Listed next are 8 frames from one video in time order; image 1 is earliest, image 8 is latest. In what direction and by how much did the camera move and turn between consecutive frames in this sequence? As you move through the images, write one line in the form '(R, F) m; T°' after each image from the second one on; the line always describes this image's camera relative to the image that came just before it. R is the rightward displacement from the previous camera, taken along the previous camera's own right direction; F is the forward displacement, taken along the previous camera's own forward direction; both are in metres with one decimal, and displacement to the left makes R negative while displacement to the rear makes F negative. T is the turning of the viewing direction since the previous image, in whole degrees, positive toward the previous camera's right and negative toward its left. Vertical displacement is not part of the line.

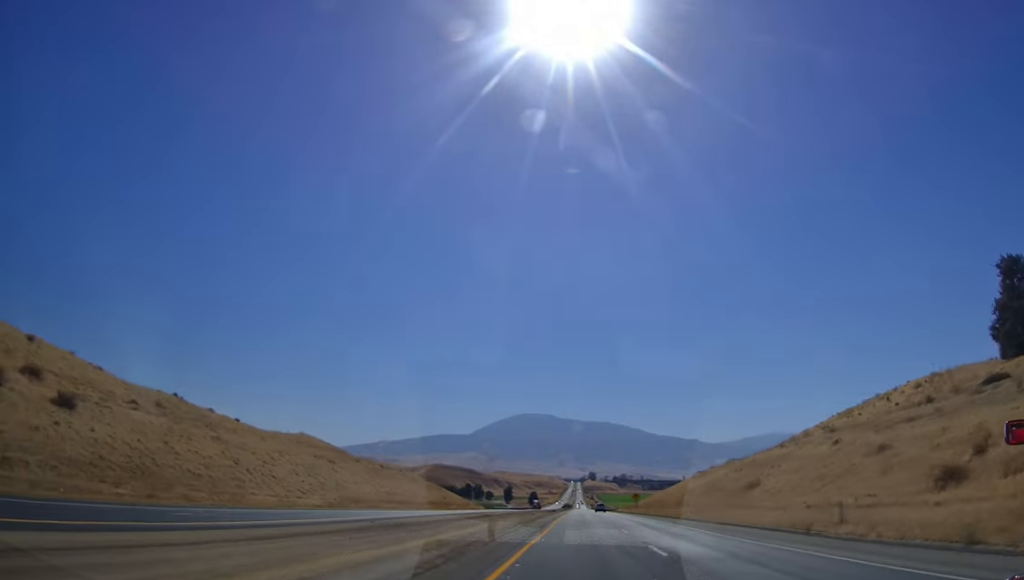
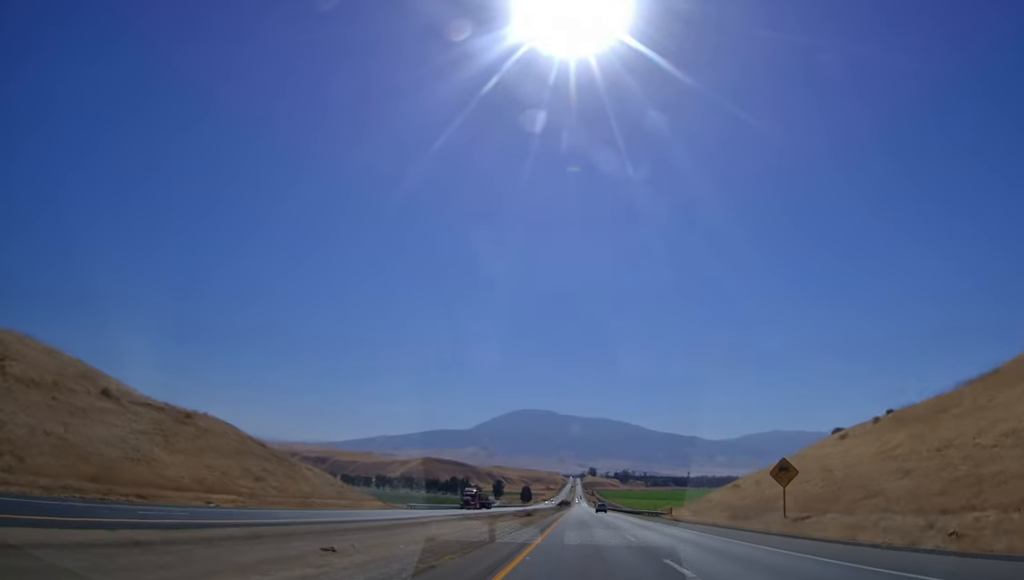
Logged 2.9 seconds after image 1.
(+0.4, +90.7) m; +1°
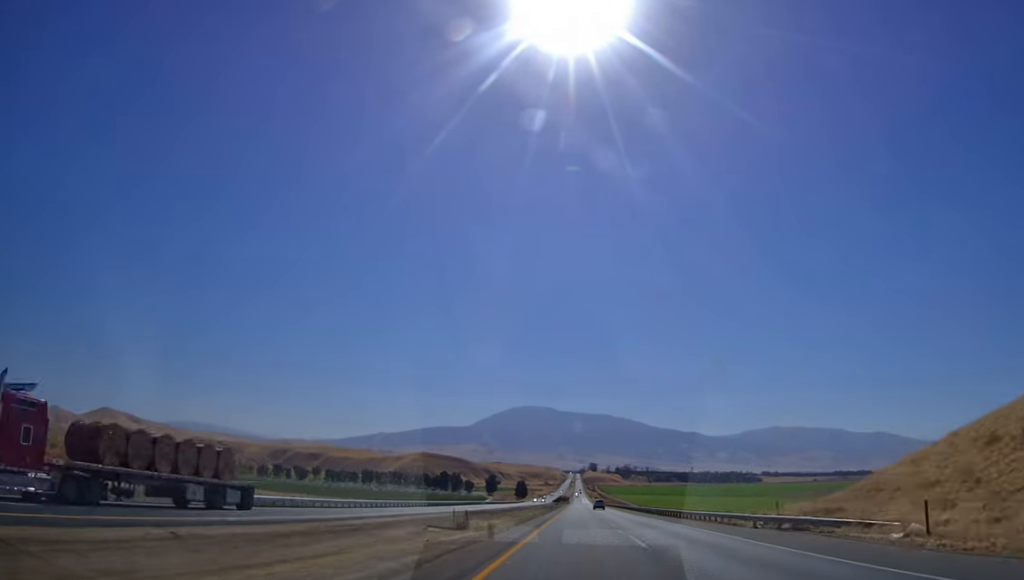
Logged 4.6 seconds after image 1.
(+0.4, +49.4) m; 0°
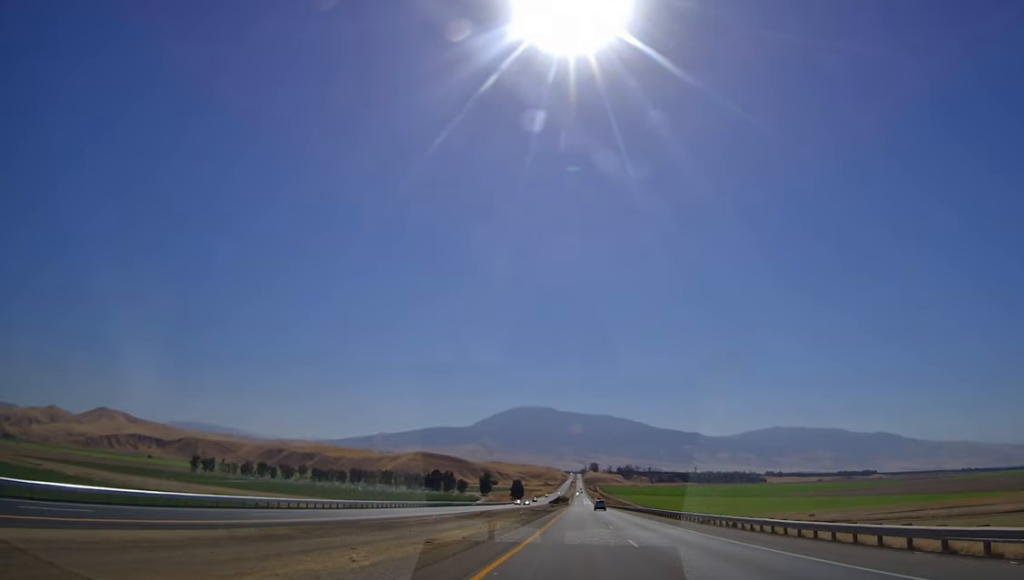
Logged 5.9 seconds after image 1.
(+0.3, +39.9) m; 0°
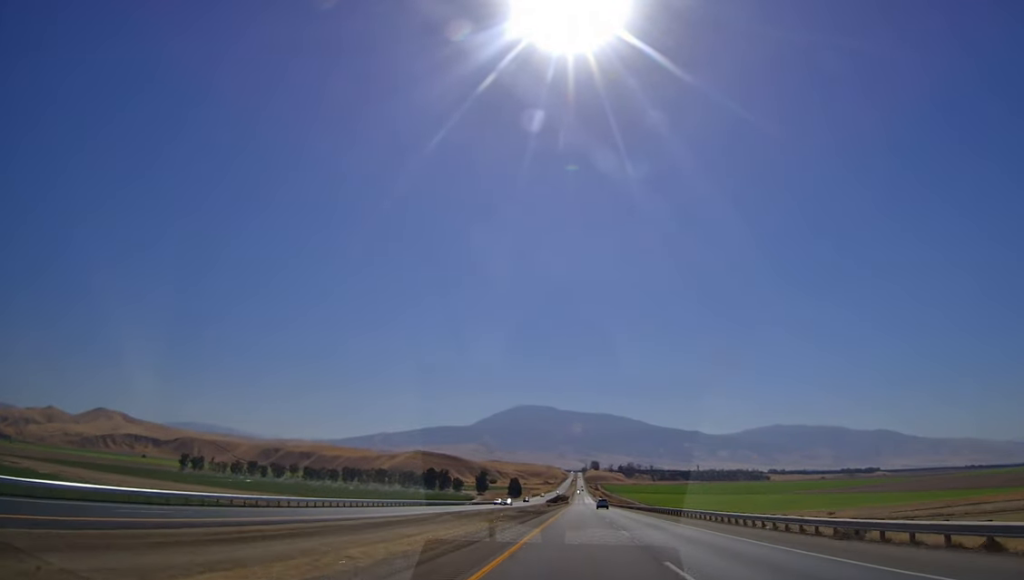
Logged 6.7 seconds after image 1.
(-0.3, +24.5) m; -1°
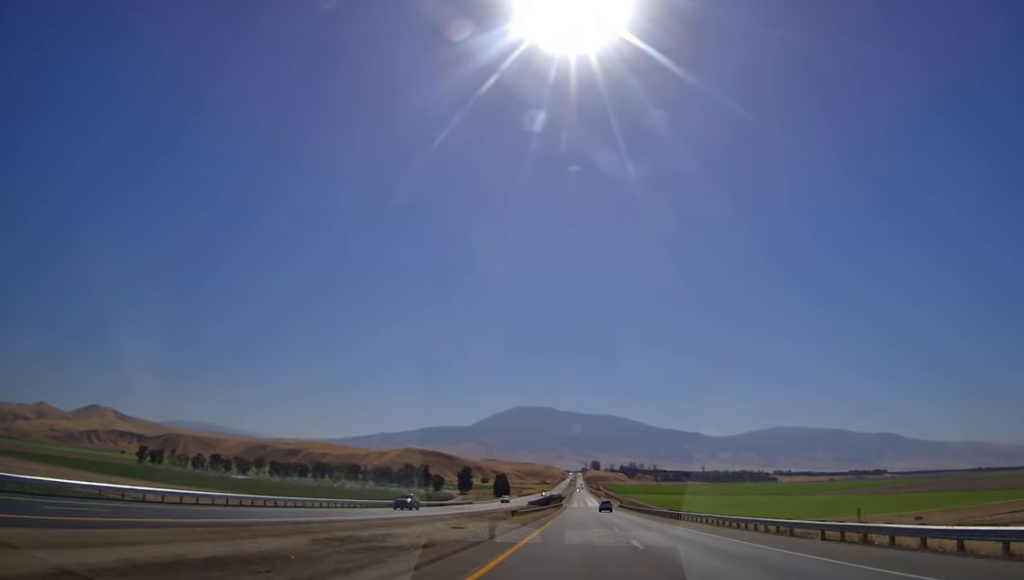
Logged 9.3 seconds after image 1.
(-1.2, +79.6) m; -1°
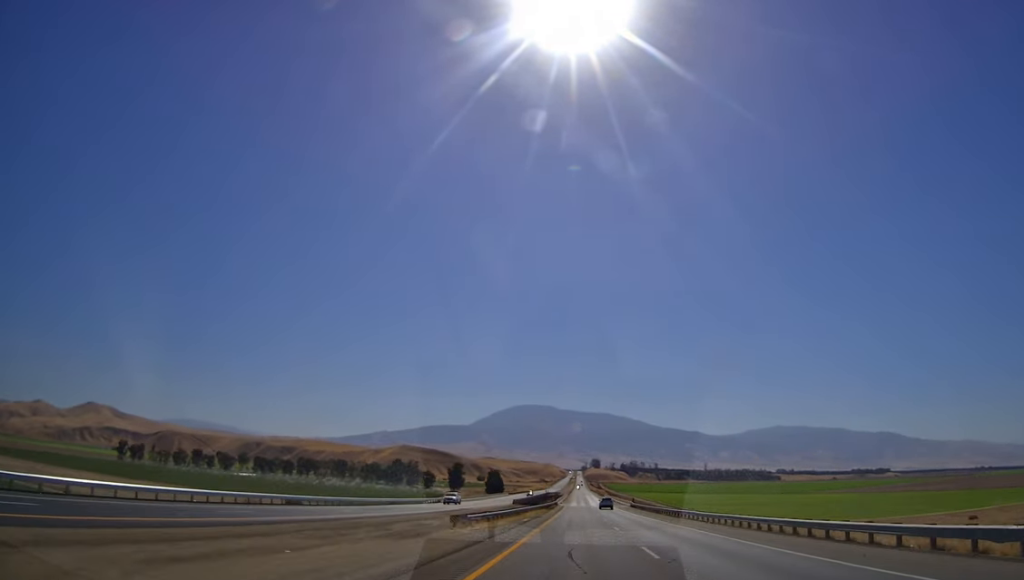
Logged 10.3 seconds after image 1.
(+0.2, +34.5) m; 0°
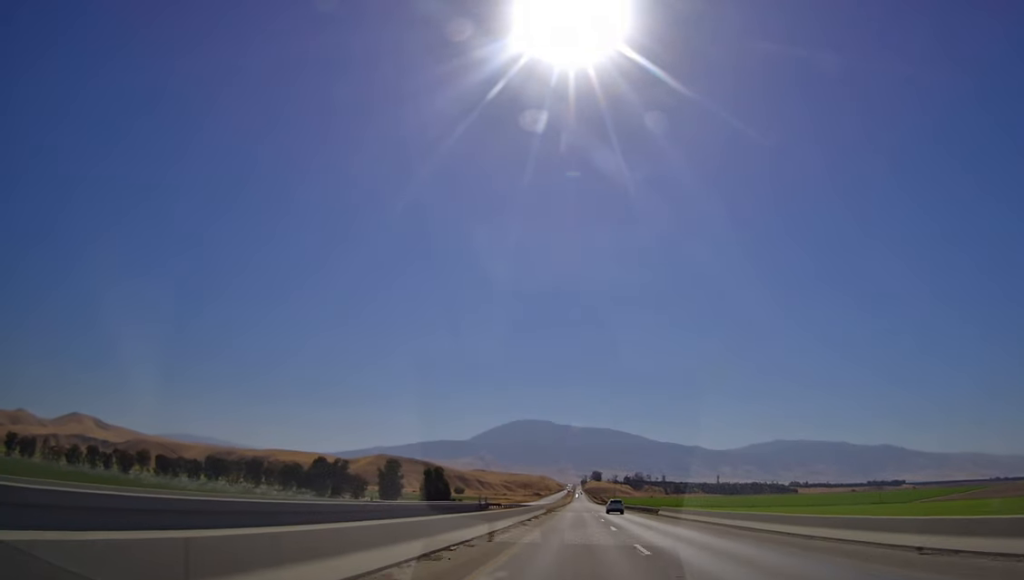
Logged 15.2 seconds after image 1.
(+1.9, +151.8) m; +1°
